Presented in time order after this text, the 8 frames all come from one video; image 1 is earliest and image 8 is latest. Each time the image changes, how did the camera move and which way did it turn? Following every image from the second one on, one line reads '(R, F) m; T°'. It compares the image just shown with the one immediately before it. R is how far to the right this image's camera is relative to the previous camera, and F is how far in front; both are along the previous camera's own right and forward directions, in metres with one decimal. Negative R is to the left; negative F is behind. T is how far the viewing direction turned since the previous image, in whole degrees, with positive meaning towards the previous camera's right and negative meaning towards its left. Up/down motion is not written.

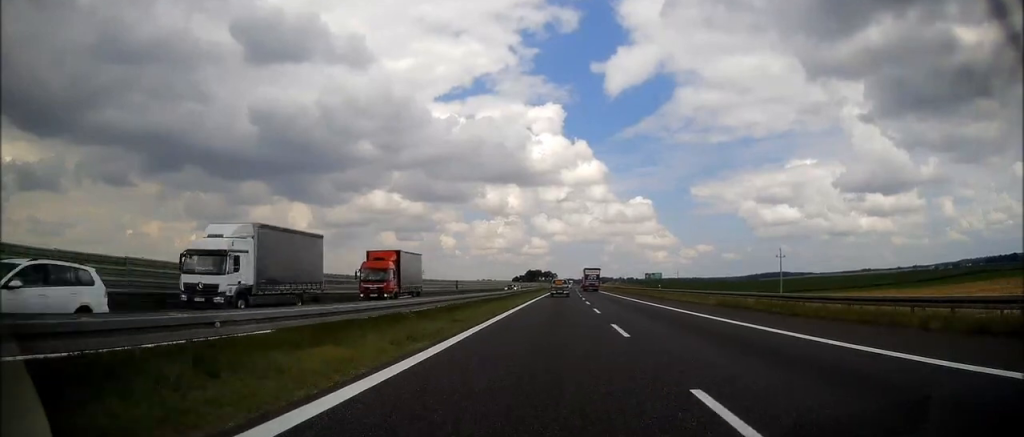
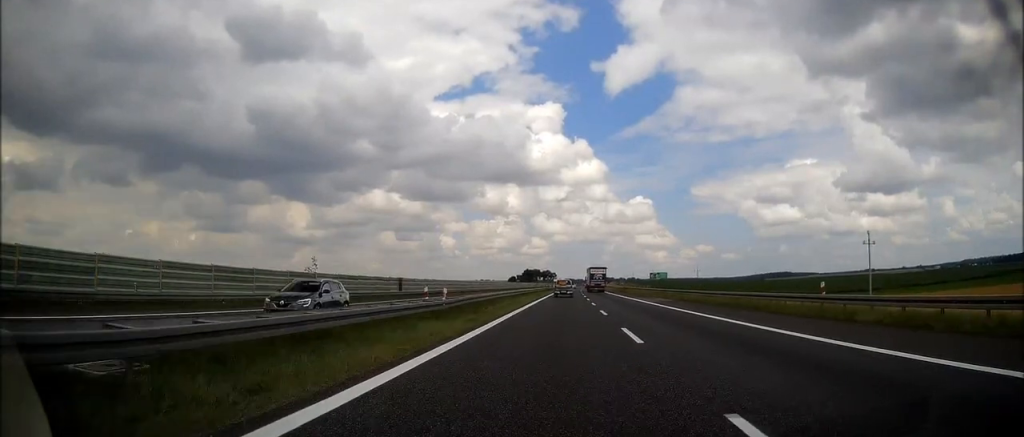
(-0.1, +37.5) m; 0°
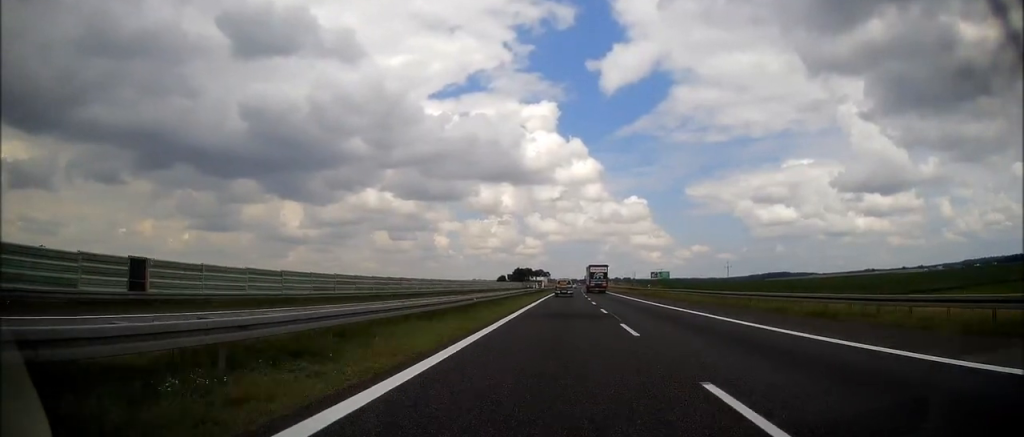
(+0.2, +46.2) m; +1°
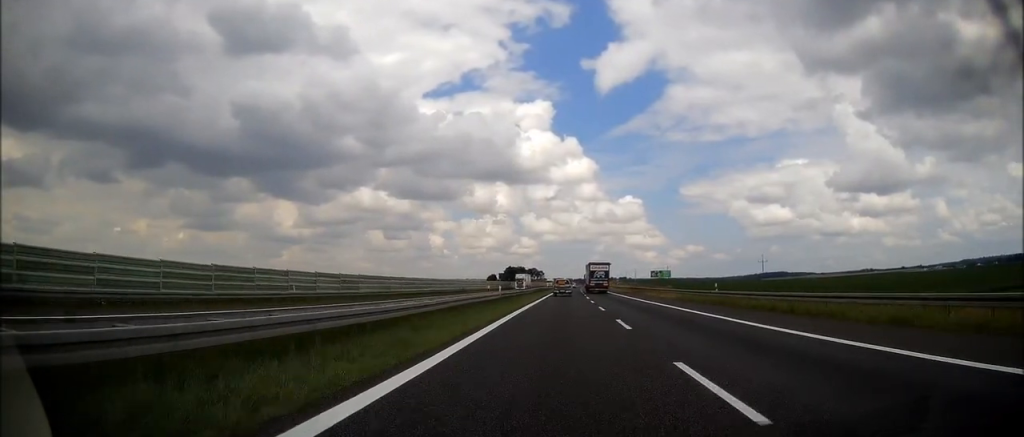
(+0.3, +34.0) m; 0°
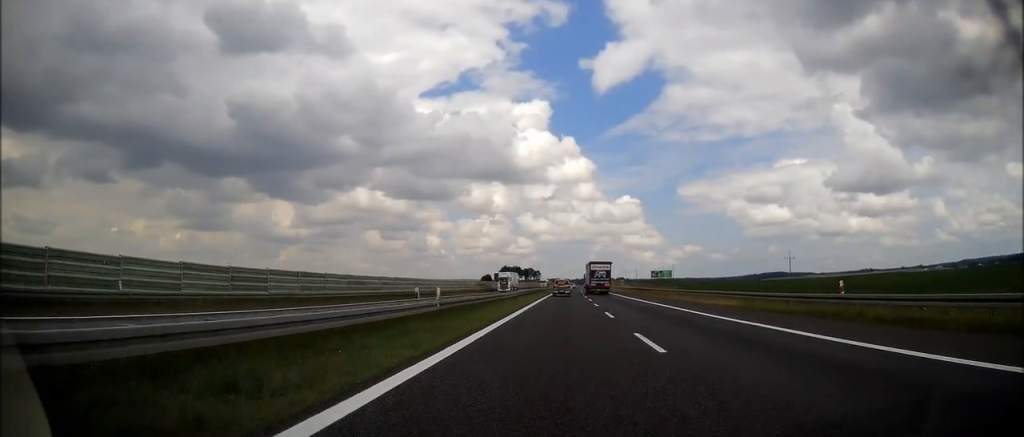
(0.0, +18.2) m; 0°
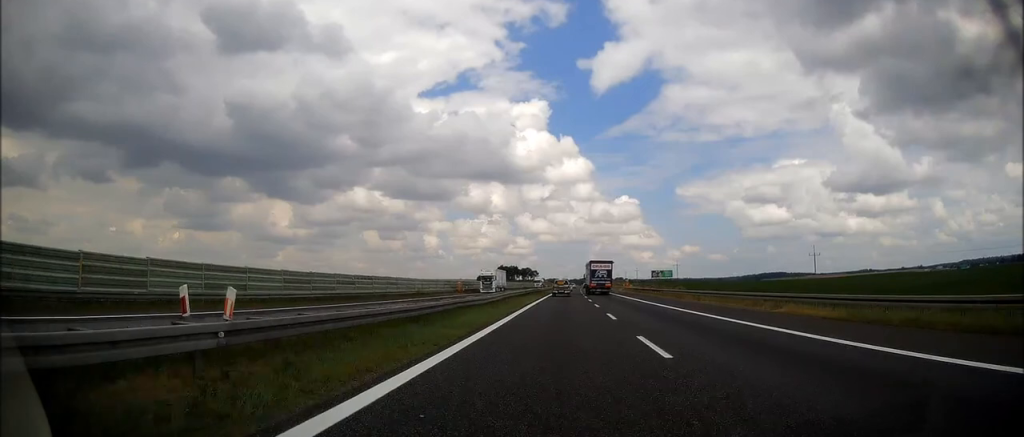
(0.0, +12.9) m; 0°
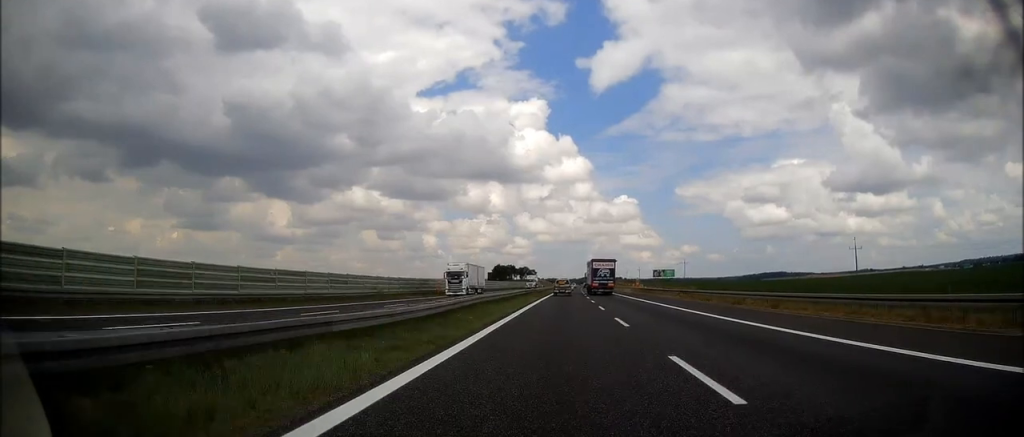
(+0.1, +16.1) m; 0°
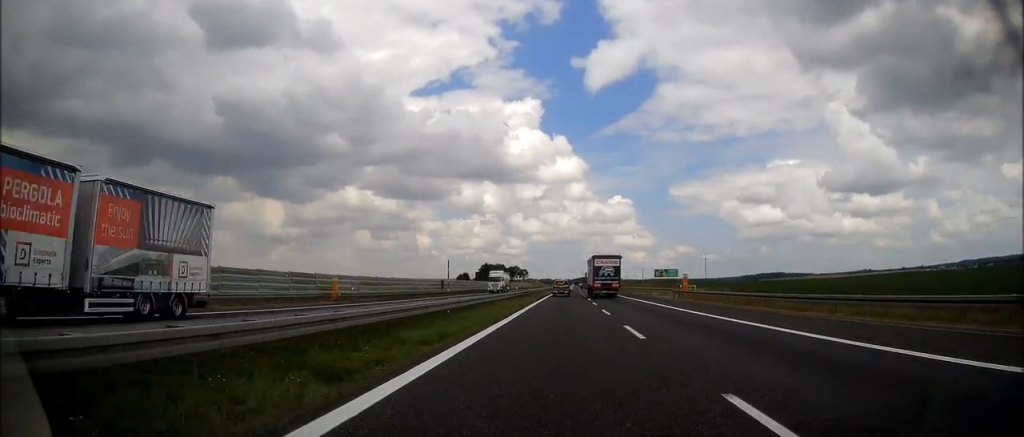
(+0.1, +40.0) m; 0°
